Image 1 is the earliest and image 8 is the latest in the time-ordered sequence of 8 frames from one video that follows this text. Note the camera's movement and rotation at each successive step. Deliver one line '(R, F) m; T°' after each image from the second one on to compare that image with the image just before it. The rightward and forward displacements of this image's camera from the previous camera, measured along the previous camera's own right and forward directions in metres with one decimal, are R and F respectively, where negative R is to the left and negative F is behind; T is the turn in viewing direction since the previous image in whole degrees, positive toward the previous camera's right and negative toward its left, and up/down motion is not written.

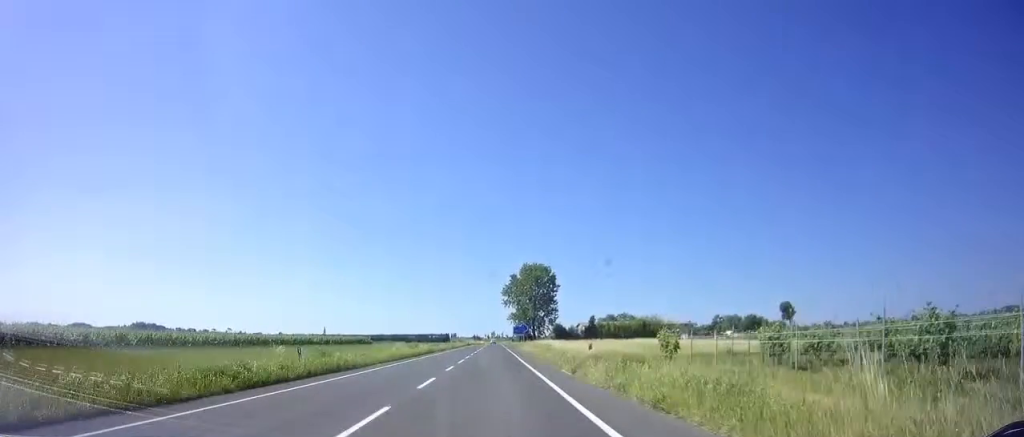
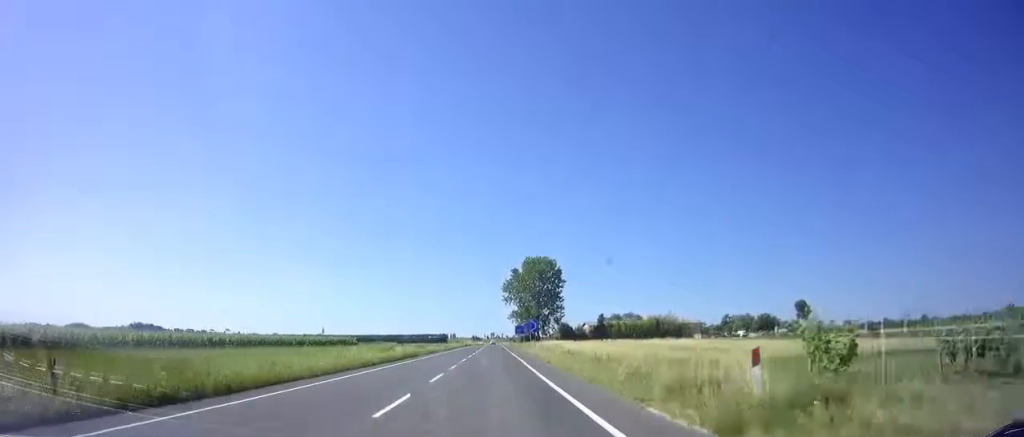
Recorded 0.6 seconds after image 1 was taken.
(+0.1, +11.8) m; 0°
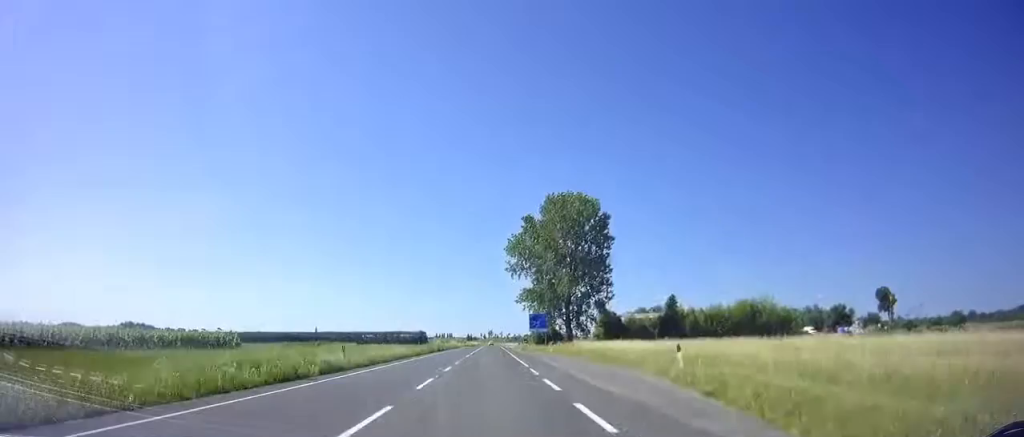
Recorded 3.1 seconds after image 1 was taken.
(-0.1, +53.4) m; 0°
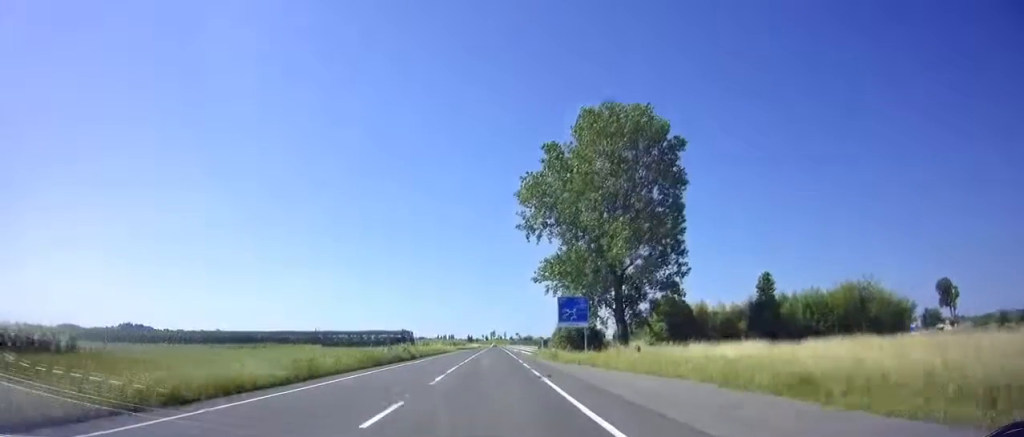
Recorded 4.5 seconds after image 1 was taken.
(-0.1, +27.6) m; 0°
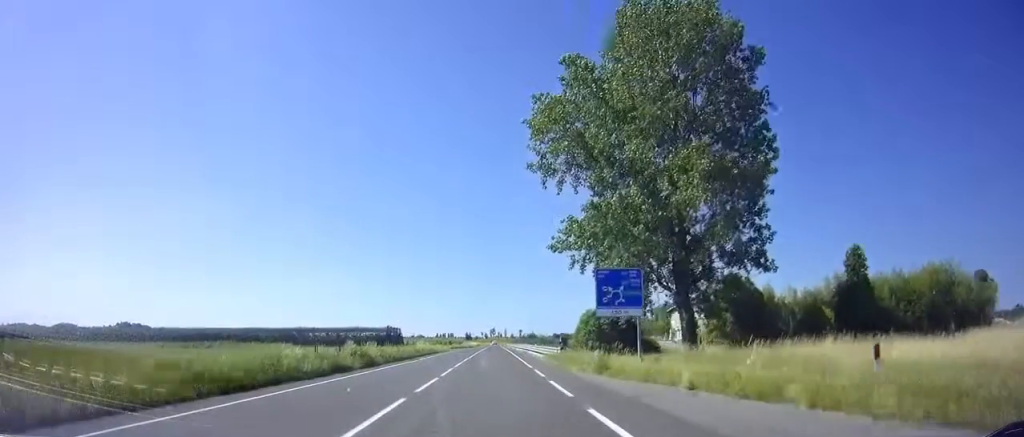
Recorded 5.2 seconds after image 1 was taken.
(0.0, +14.6) m; 0°
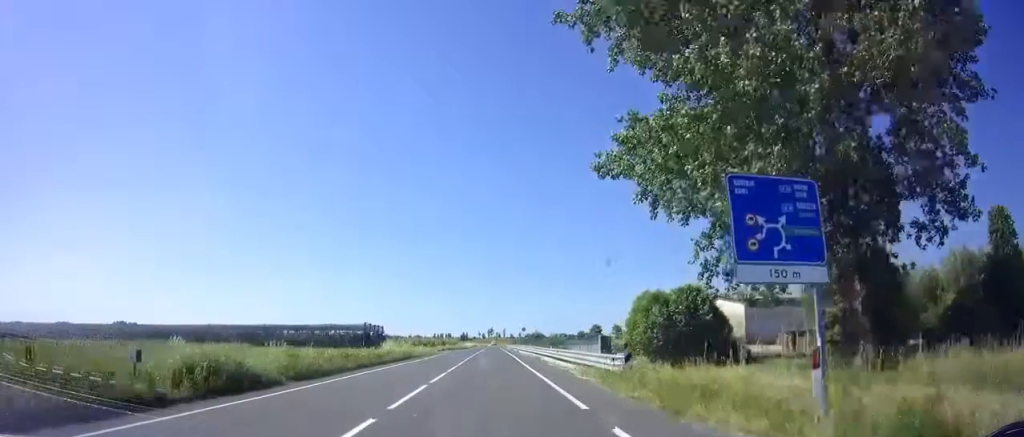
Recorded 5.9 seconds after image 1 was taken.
(0.0, +15.3) m; 0°
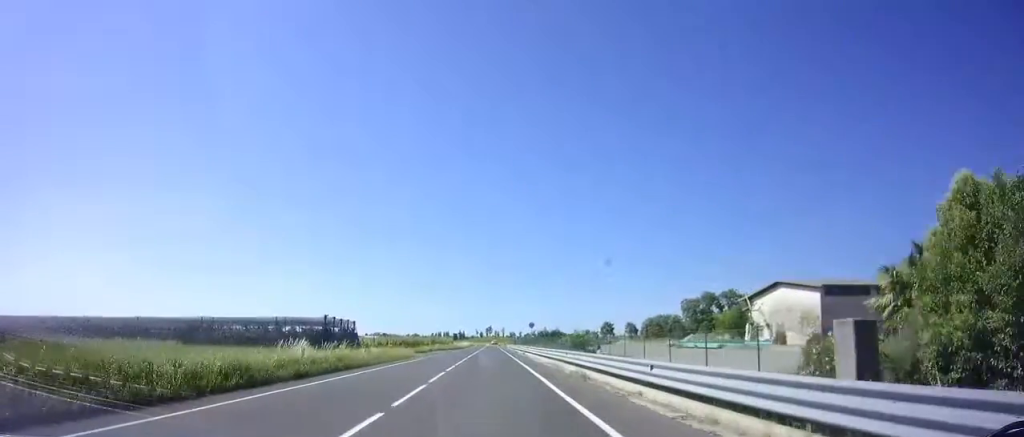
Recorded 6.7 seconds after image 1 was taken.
(+0.1, +17.4) m; 0°
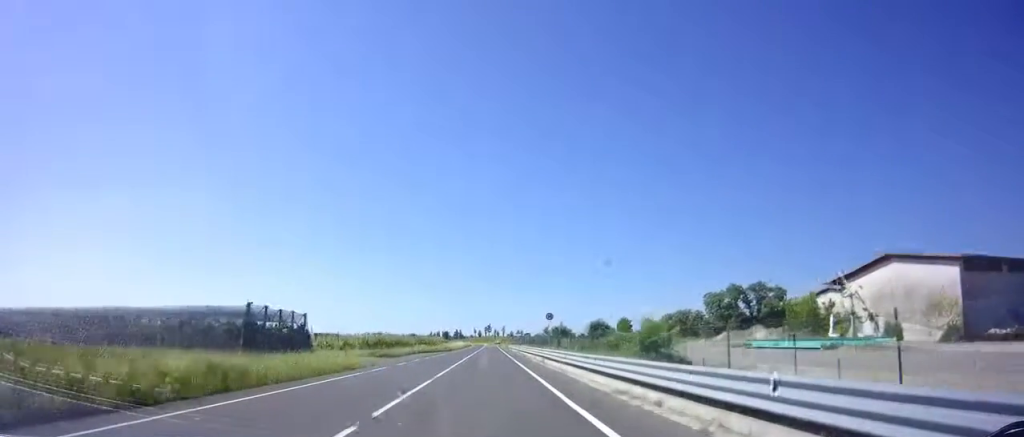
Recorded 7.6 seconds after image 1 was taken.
(0.0, +18.8) m; 0°
